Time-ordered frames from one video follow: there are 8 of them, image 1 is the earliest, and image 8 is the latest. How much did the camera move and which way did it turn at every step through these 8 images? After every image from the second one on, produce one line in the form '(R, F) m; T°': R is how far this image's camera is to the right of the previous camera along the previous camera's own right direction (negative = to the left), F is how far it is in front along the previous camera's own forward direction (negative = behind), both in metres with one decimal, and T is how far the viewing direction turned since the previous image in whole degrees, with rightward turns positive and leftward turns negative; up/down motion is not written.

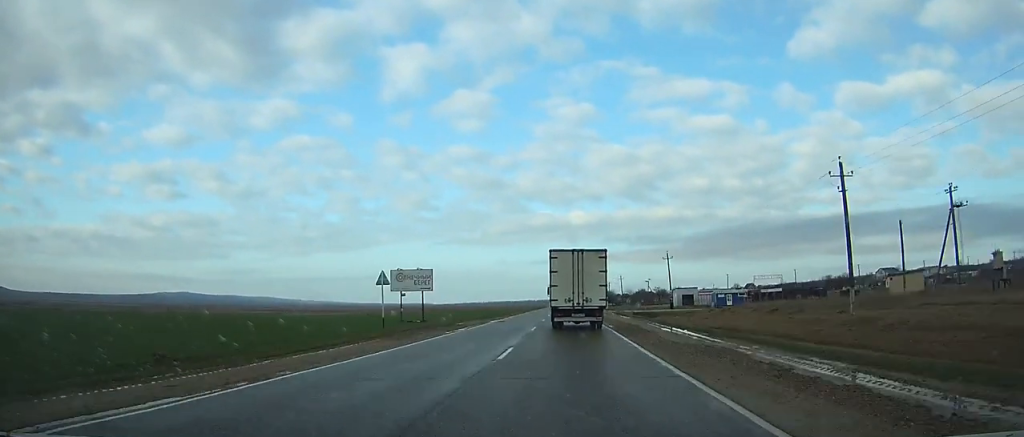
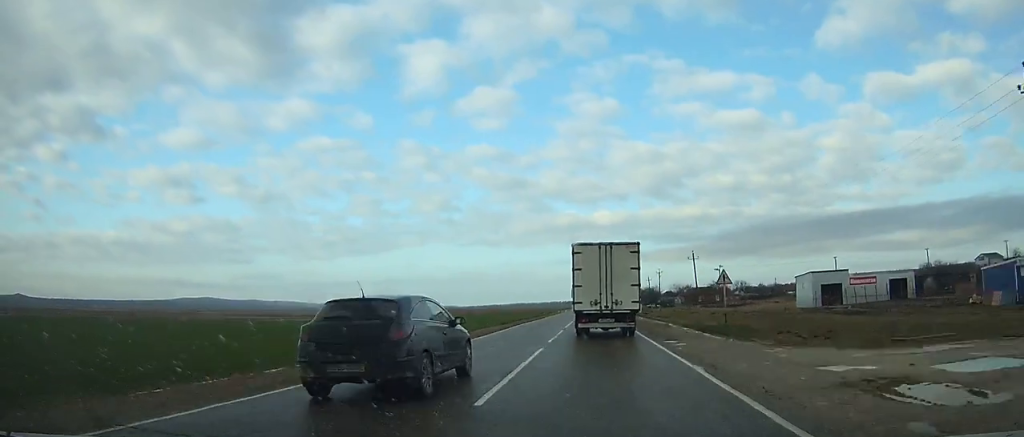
(-0.9, +79.1) m; -1°
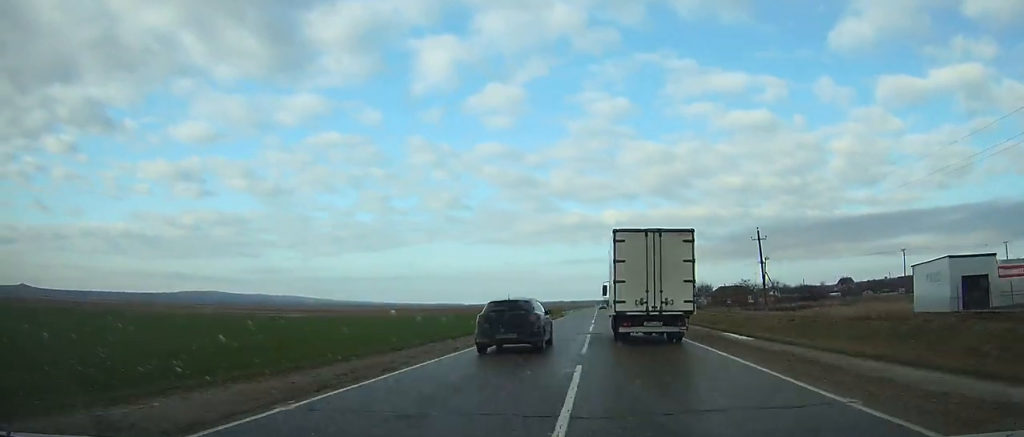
(-0.2, +29.3) m; 0°
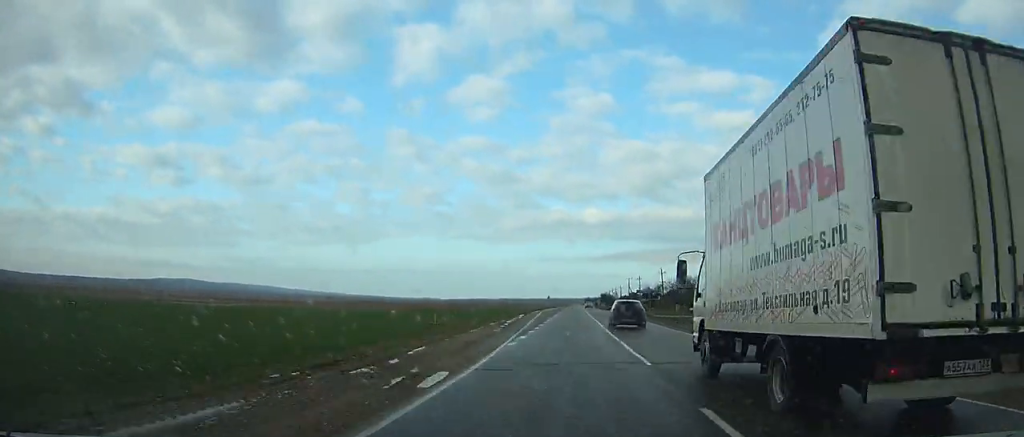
(+0.4, +67.1) m; +1°
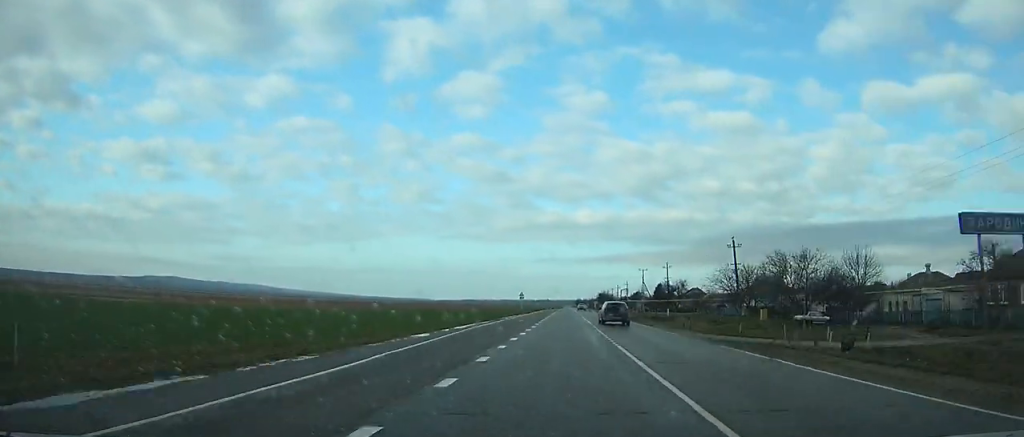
(+0.5, +58.0) m; +1°
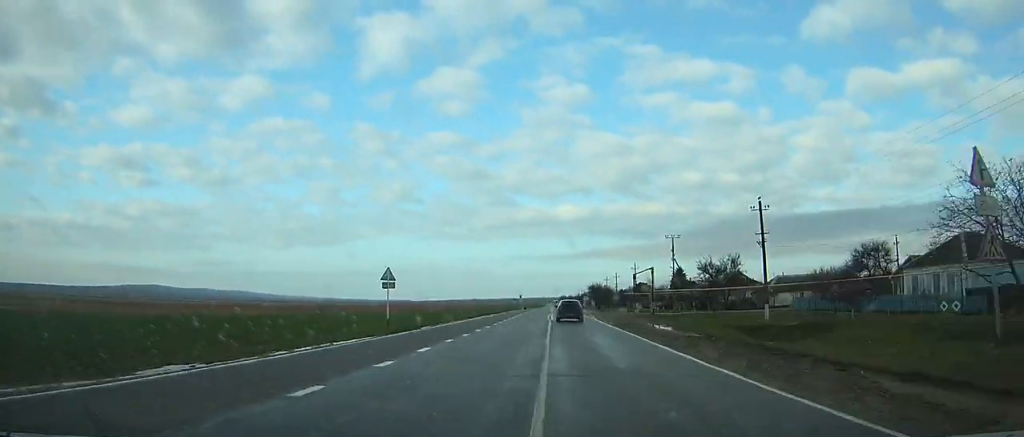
(+0.5, +58.7) m; 0°
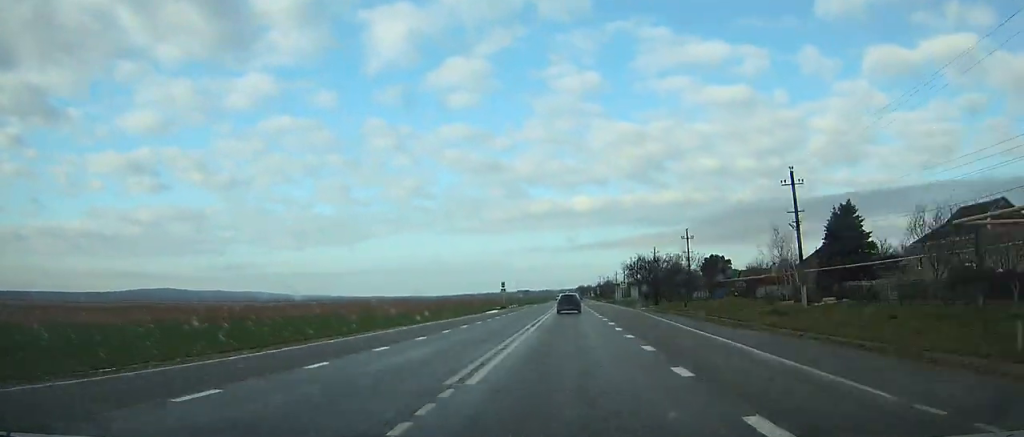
(-0.1, +76.0) m; 0°
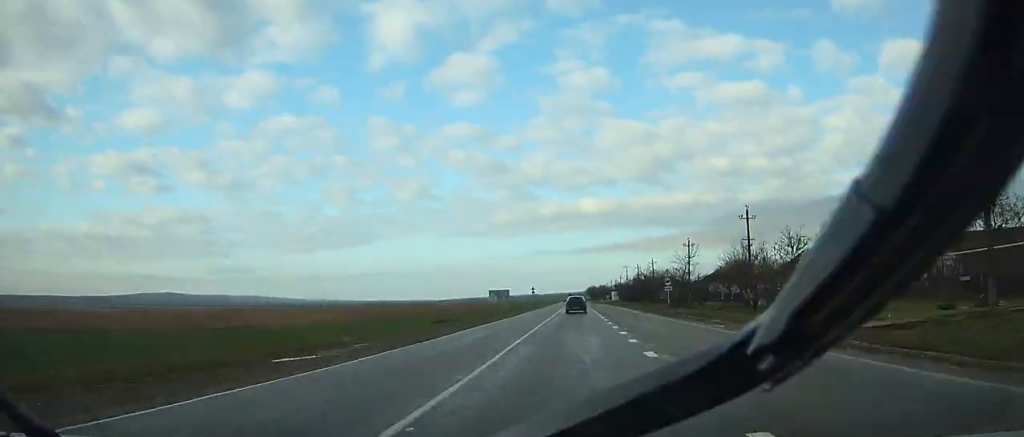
(-0.8, +118.0) m; 0°
